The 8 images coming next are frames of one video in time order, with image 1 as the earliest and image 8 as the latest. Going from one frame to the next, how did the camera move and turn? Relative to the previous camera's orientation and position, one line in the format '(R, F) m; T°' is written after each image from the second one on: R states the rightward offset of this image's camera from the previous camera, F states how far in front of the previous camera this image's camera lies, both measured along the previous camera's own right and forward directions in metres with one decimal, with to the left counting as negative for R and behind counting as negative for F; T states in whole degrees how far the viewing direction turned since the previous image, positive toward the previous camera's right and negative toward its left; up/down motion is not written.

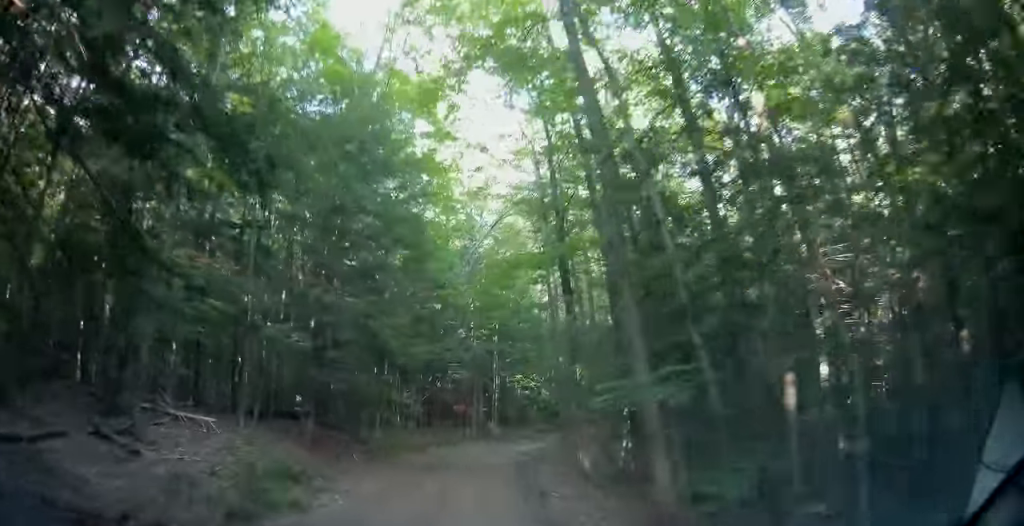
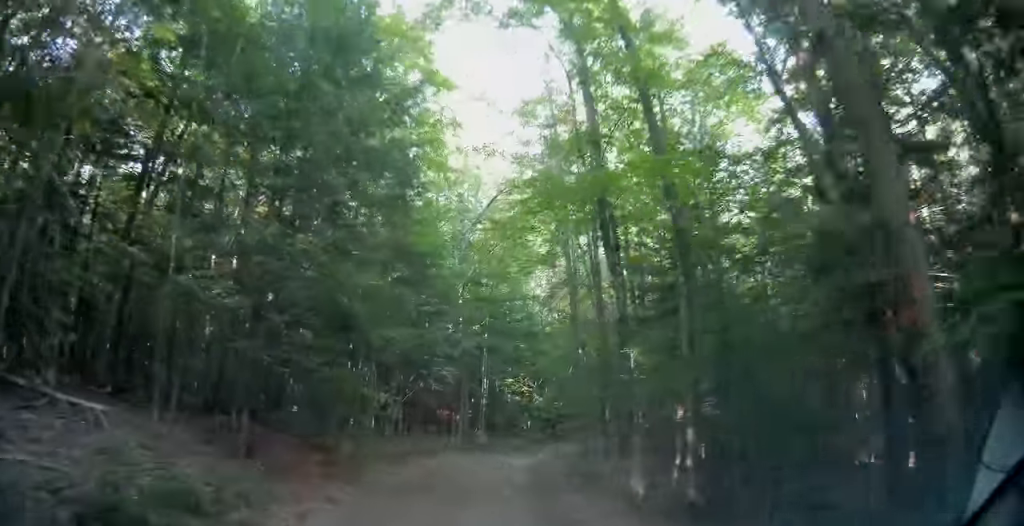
(+0.1, +4.1) m; +3°
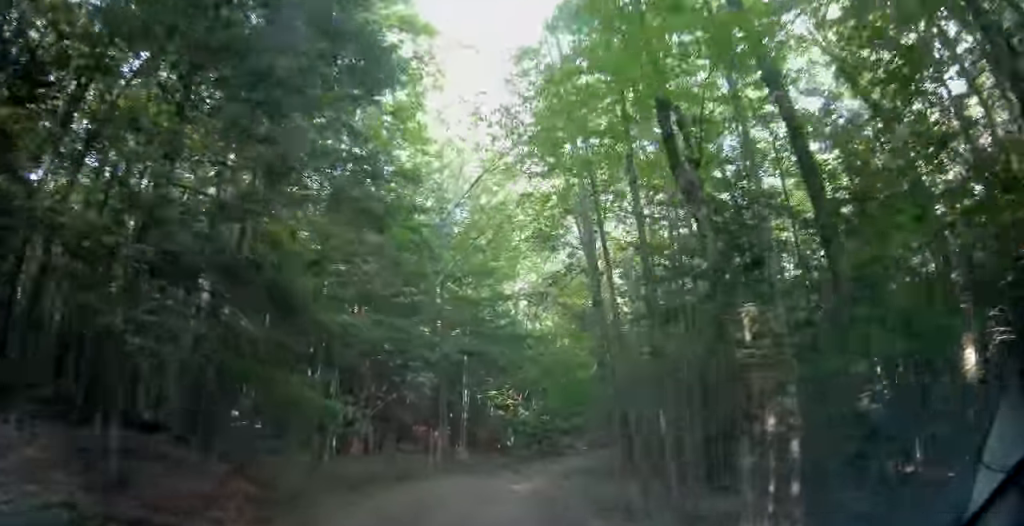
(0.0, +3.9) m; +1°
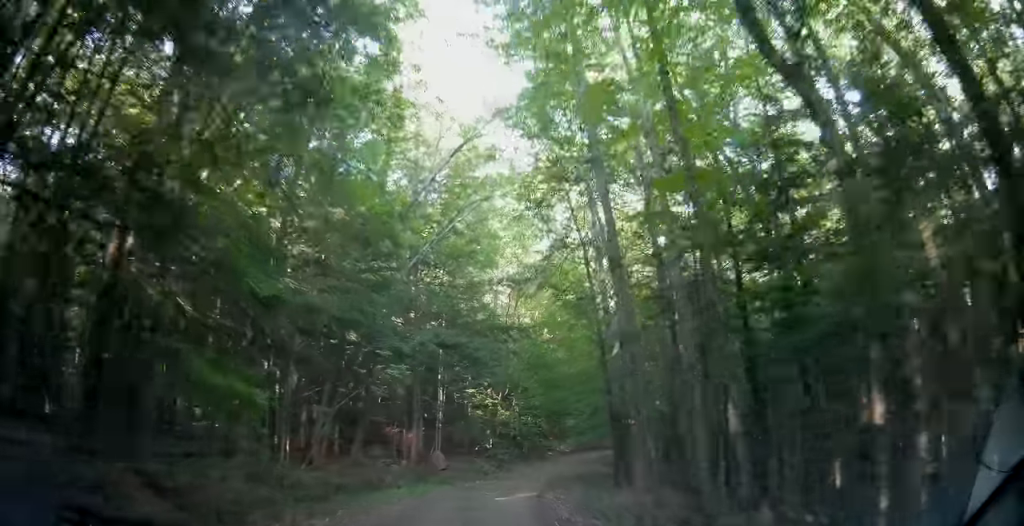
(0.0, +2.8) m; +1°
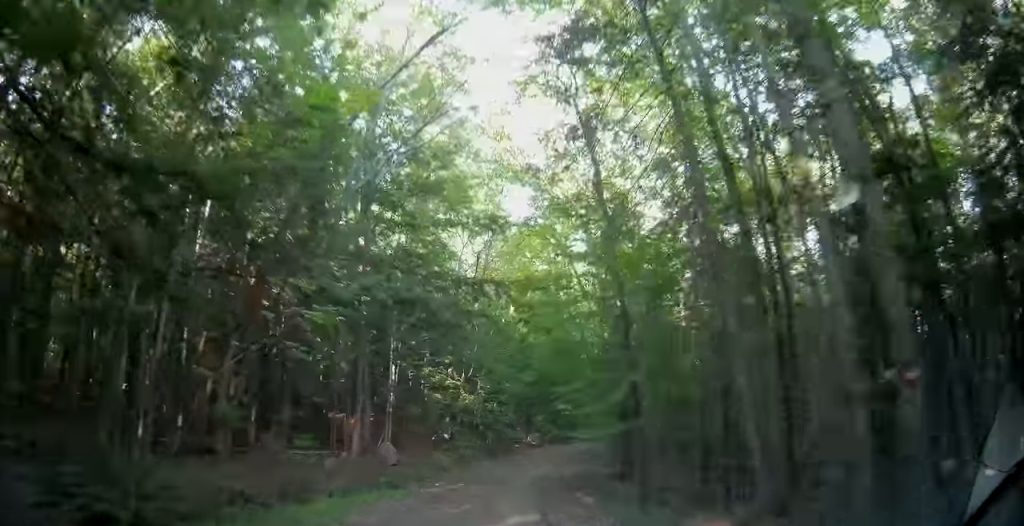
(+0.1, +6.3) m; -1°
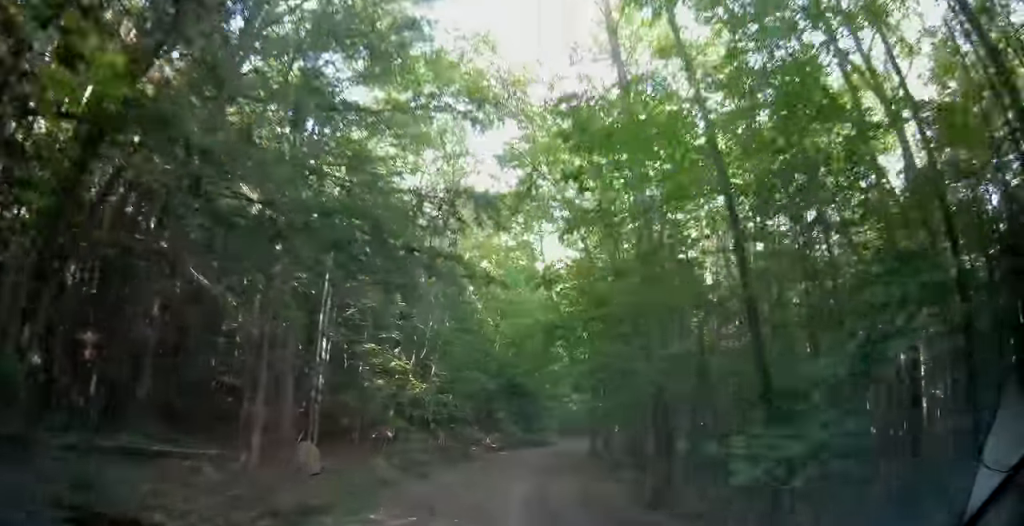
(-0.3, +6.4) m; -2°
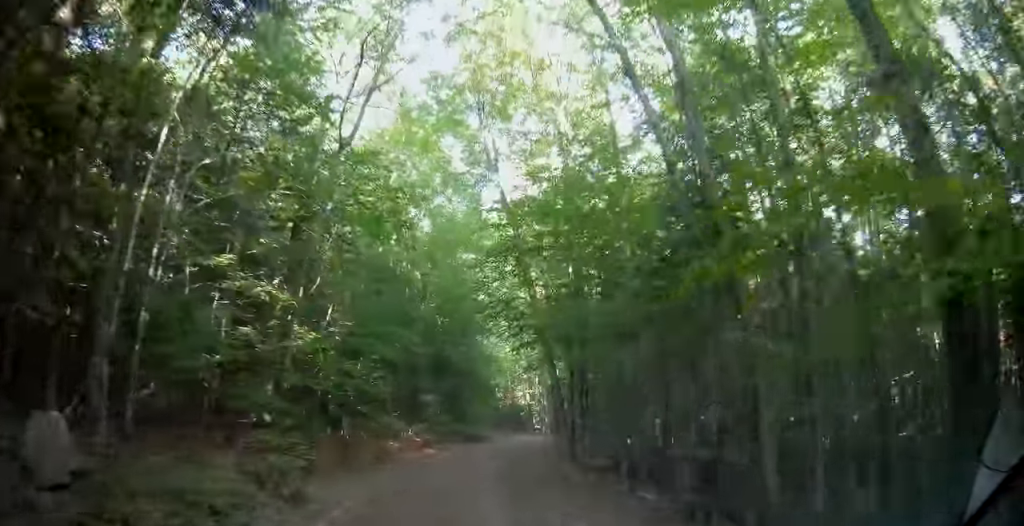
(+1.8, +7.0) m; +19°
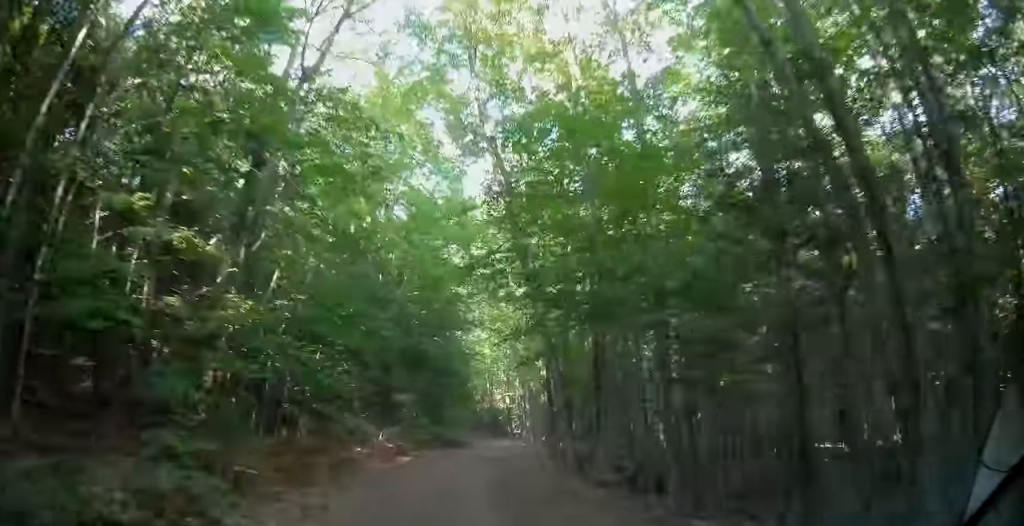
(+0.1, +4.5) m; +2°
